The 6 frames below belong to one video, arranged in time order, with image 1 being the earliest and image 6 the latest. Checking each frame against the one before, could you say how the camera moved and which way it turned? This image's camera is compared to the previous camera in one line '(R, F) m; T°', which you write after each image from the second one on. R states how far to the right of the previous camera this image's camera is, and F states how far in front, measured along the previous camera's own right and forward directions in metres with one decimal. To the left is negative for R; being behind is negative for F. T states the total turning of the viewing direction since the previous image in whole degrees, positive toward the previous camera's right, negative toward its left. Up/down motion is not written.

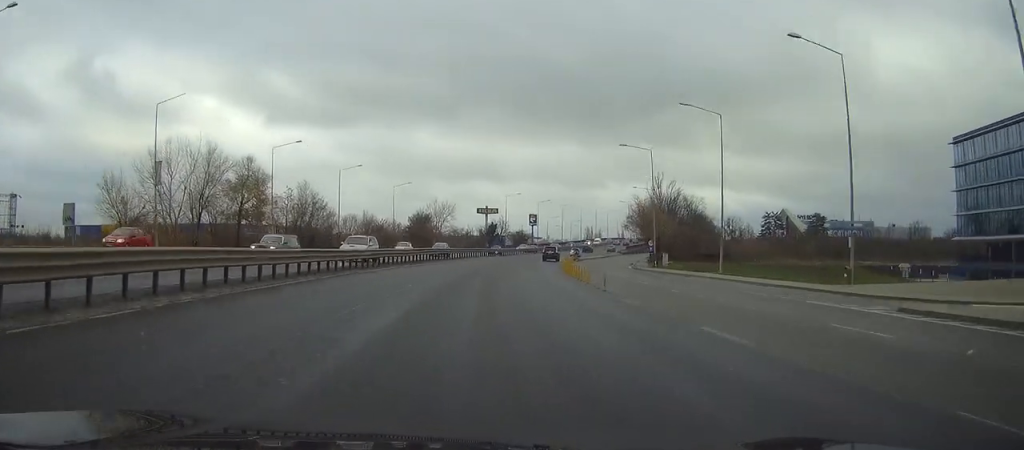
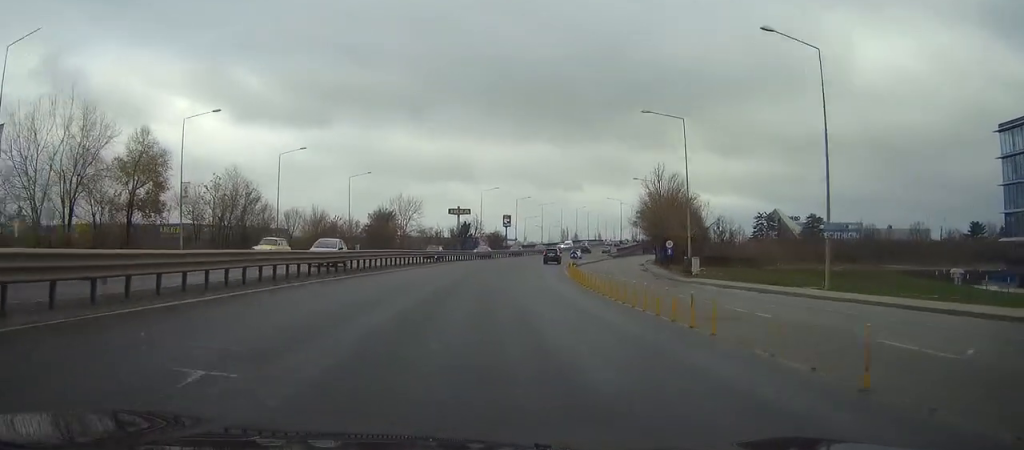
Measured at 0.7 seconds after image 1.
(+0.3, +20.4) m; +2°
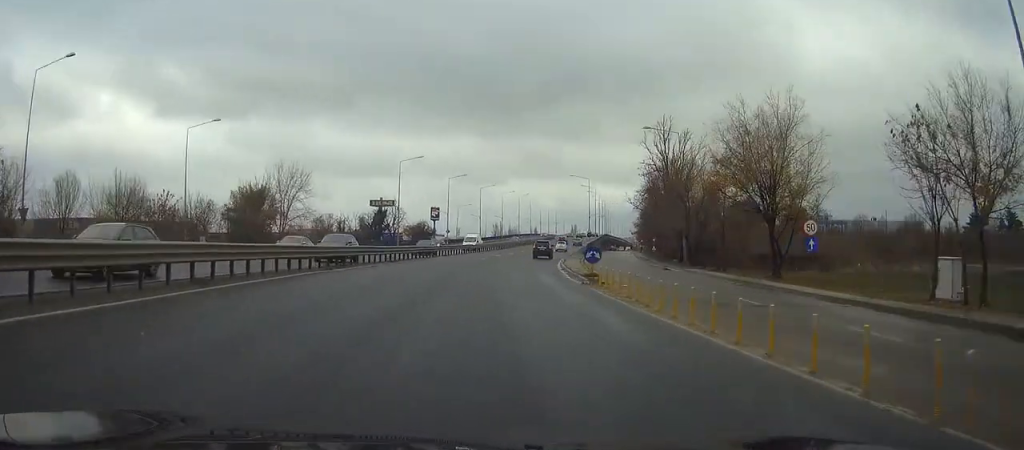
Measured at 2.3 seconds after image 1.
(+2.0, +43.0) m; +5°
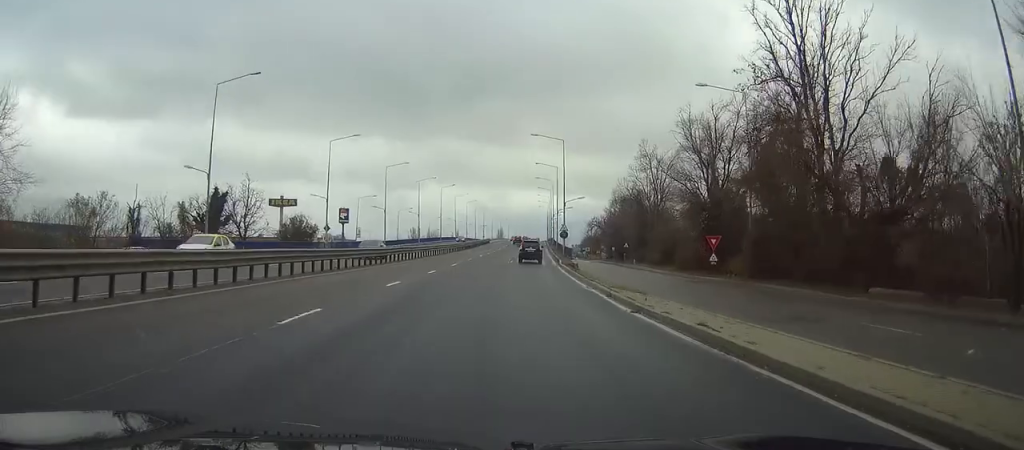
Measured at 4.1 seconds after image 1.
(+2.9, +51.4) m; +6°
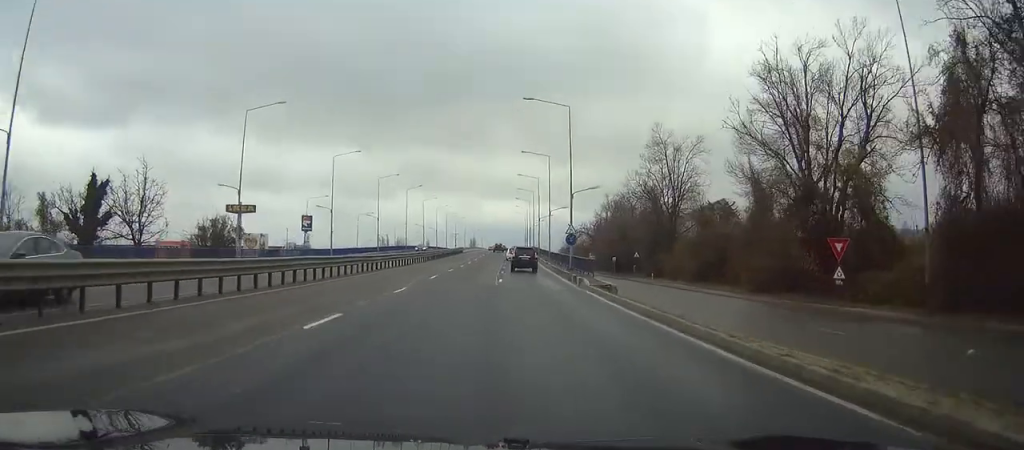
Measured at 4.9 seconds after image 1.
(+0.5, +22.5) m; +2°
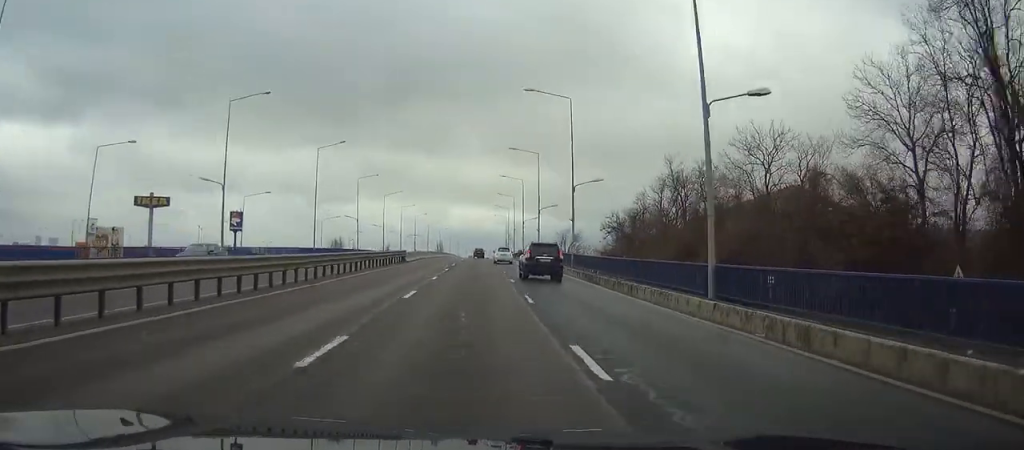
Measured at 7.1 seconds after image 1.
(+2.5, +62.5) m; +3°
